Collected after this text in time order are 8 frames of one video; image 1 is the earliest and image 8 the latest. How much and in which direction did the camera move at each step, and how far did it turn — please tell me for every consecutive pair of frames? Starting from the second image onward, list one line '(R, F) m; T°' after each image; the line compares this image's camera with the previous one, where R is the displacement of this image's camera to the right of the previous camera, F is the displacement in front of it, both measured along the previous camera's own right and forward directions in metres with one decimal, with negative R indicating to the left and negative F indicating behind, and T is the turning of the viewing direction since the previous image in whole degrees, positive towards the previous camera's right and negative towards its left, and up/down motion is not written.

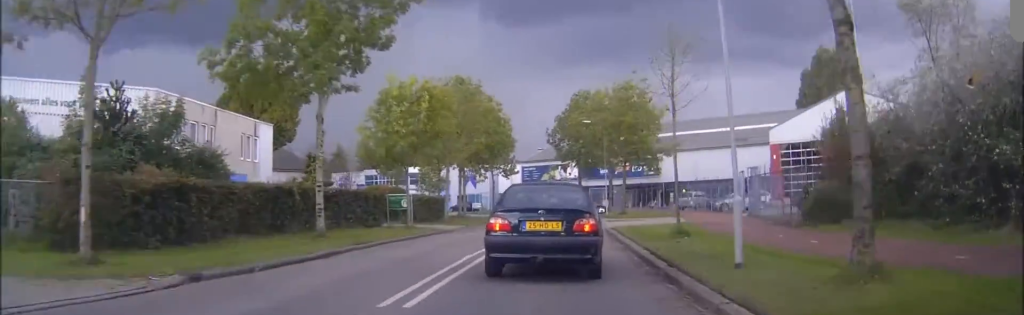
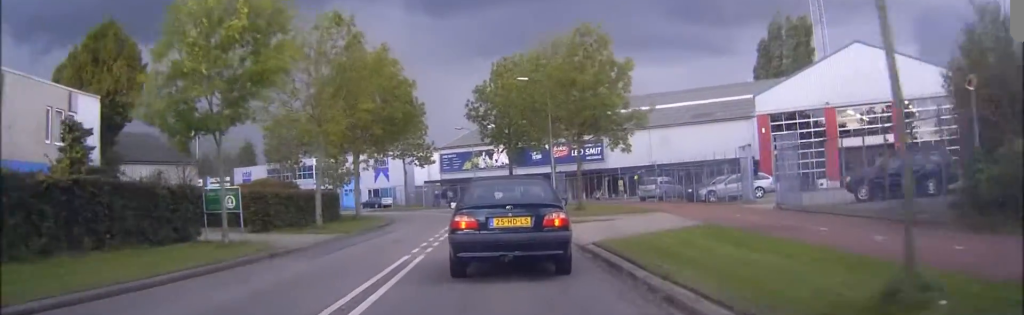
(+1.2, +13.7) m; +5°
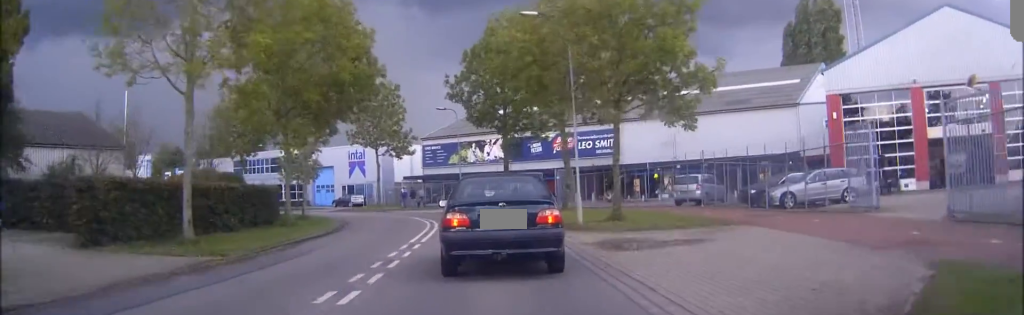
(-0.1, +11.9) m; -1°
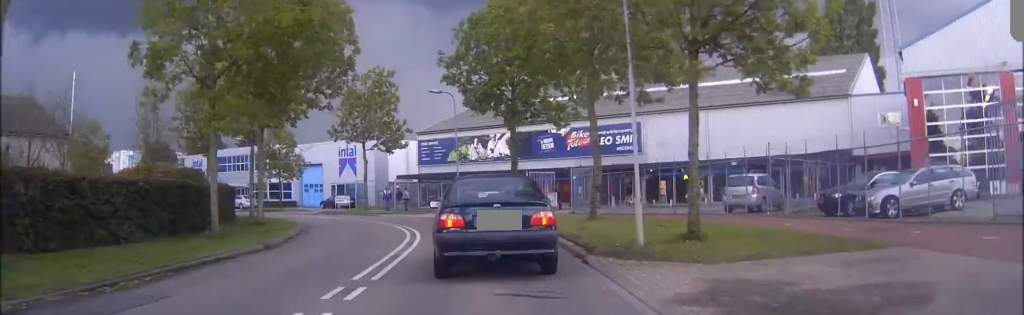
(0.0, +8.1) m; -1°
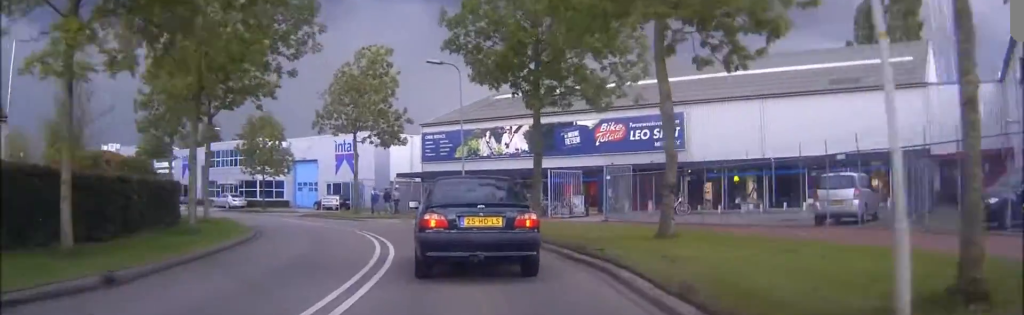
(-0.1, +8.5) m; -1°
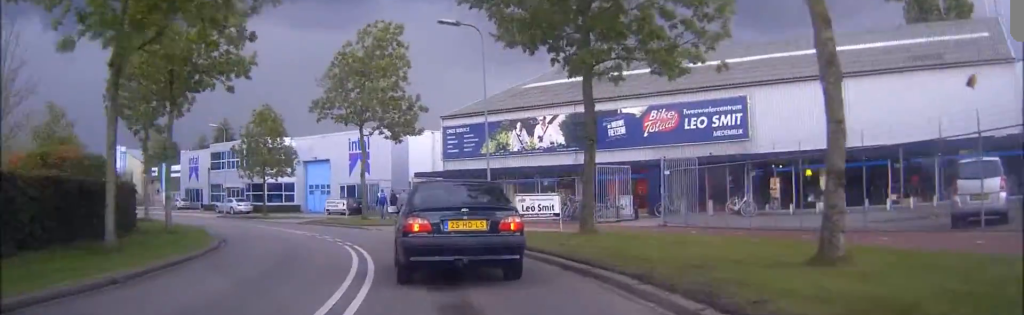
(-0.1, +6.9) m; -3°
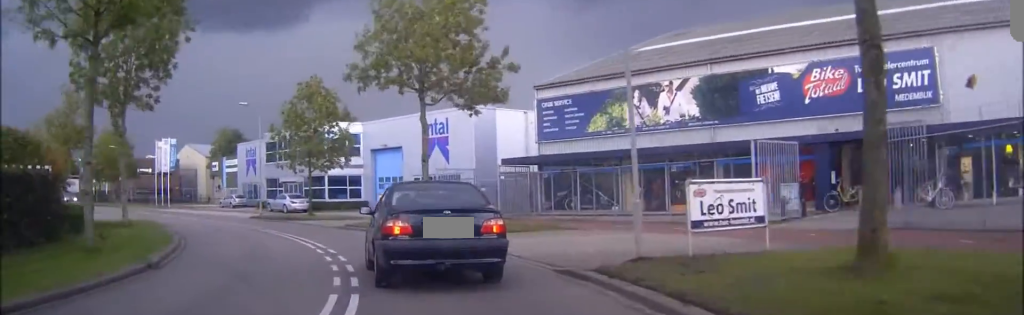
(-0.5, +11.0) m; -8°
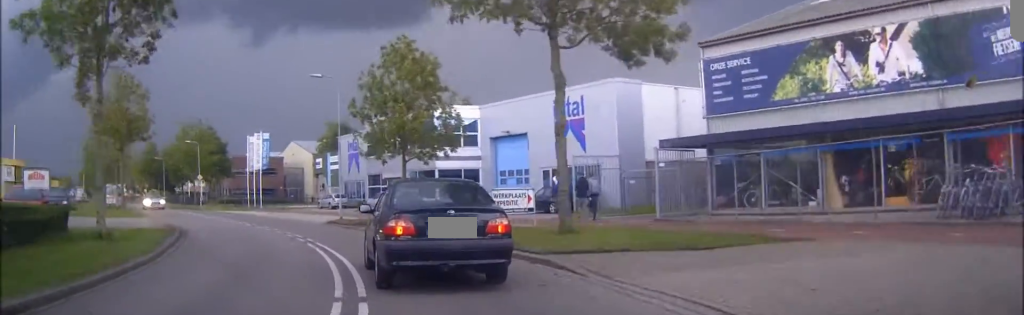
(-0.8, +9.8) m; -10°
